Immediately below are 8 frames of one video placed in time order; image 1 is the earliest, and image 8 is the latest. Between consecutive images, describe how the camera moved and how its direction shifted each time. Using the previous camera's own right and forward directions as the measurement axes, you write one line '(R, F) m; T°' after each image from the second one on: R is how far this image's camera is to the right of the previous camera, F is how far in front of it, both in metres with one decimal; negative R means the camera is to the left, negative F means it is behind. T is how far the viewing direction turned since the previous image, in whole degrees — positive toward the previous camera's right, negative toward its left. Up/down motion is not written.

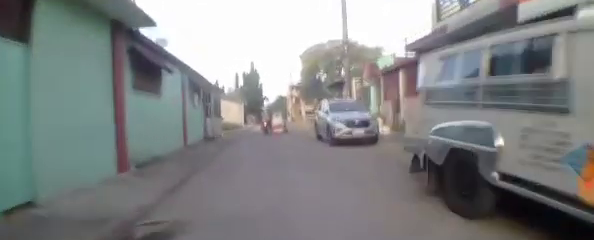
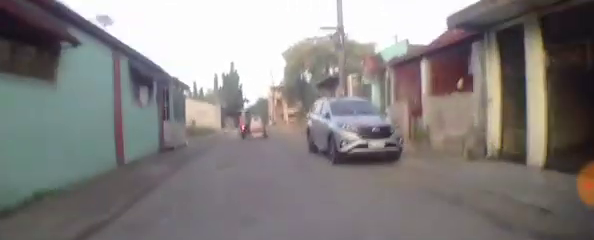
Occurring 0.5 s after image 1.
(-0.2, +3.1) m; 0°
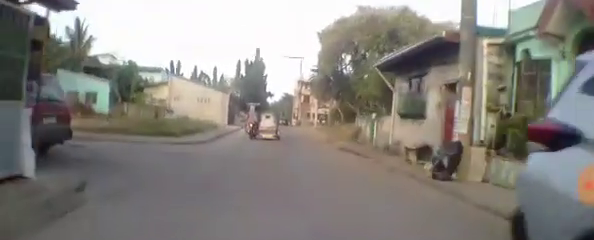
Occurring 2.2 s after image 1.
(+0.2, +9.6) m; -4°
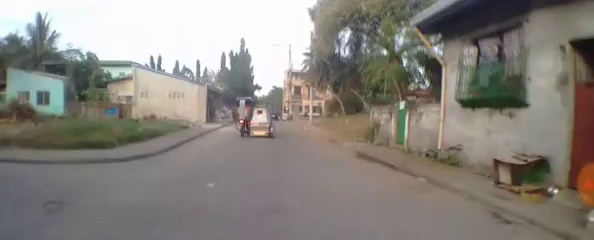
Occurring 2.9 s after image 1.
(-0.1, +4.2) m; +1°
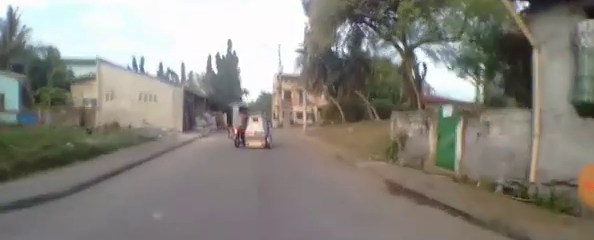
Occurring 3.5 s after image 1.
(-0.1, +3.4) m; +2°
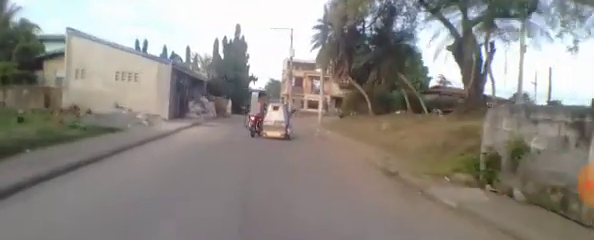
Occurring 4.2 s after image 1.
(+0.4, +4.0) m; -4°
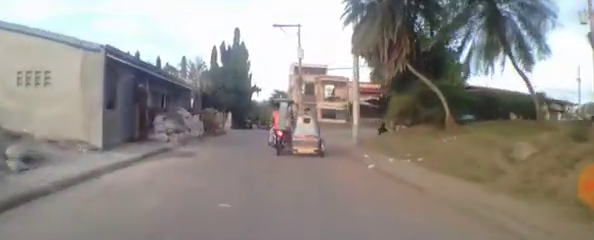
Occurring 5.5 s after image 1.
(-0.9, +6.9) m; -1°
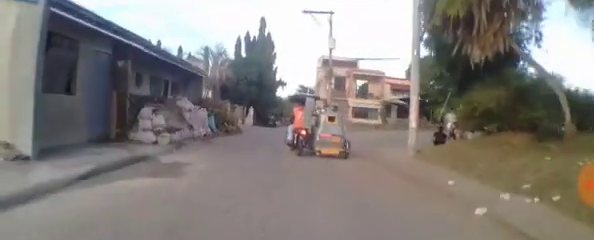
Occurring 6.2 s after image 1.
(+0.7, +3.7) m; +4°
